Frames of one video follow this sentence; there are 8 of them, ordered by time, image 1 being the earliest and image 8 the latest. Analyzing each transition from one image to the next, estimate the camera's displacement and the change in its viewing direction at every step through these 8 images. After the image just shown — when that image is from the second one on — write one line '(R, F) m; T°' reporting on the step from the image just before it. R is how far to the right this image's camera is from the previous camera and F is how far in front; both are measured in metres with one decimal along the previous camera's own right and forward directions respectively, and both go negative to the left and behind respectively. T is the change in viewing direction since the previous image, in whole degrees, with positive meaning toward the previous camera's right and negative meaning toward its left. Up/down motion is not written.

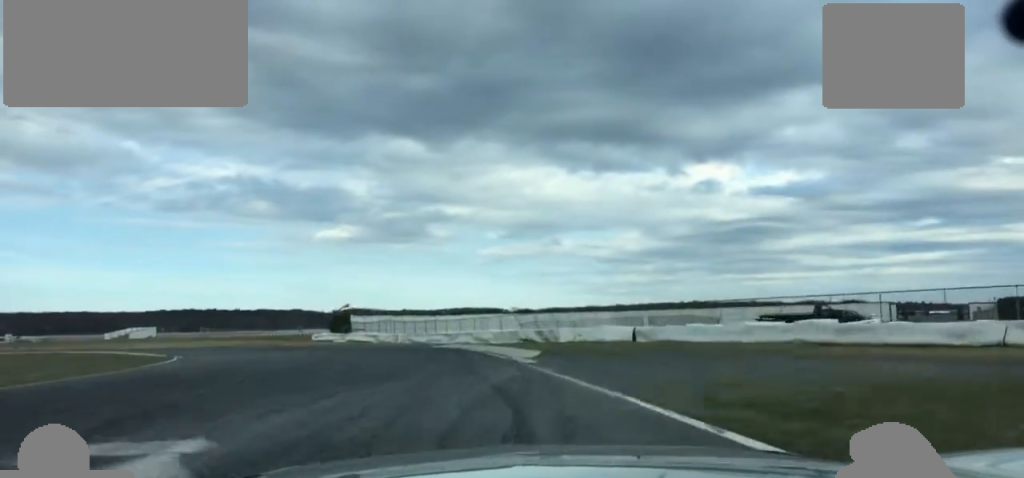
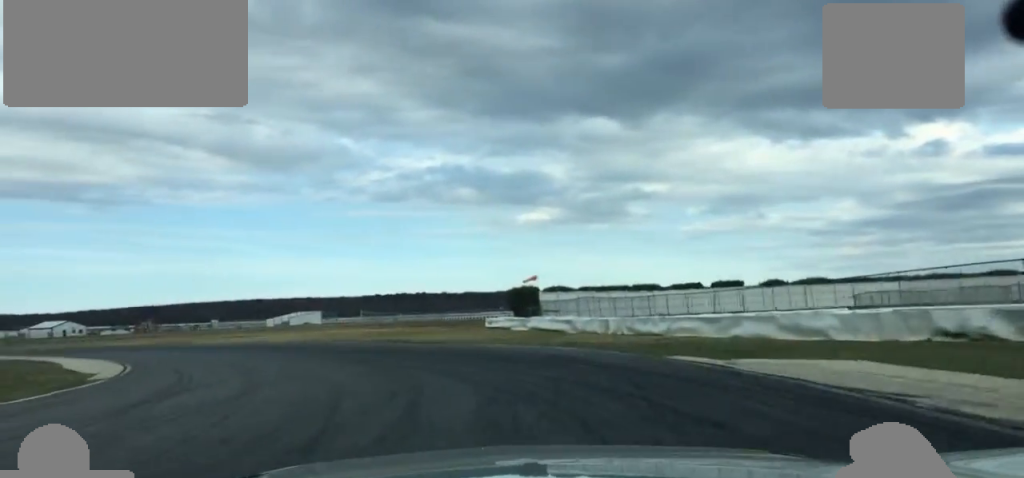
(-1.0, +32.7) m; -13°
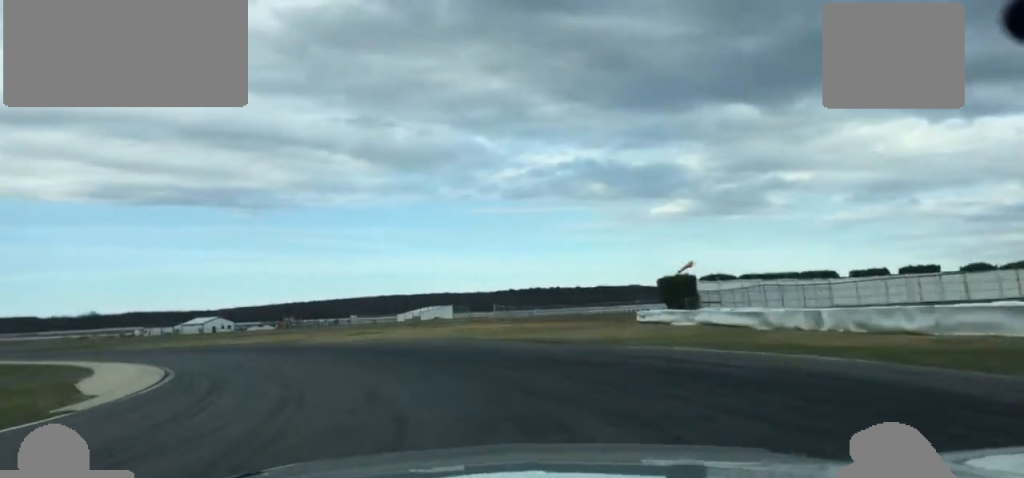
(-1.0, +10.6) m; -10°
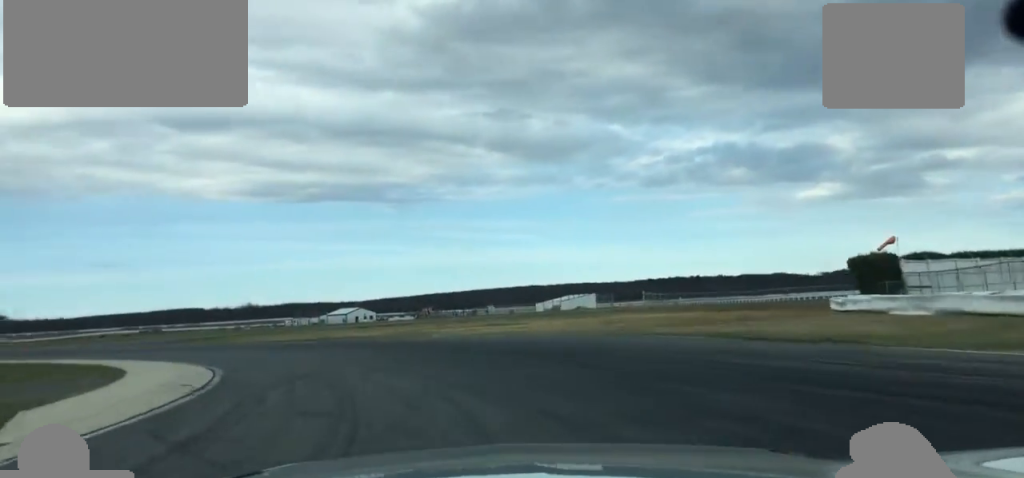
(-0.2, +9.7) m; -9°
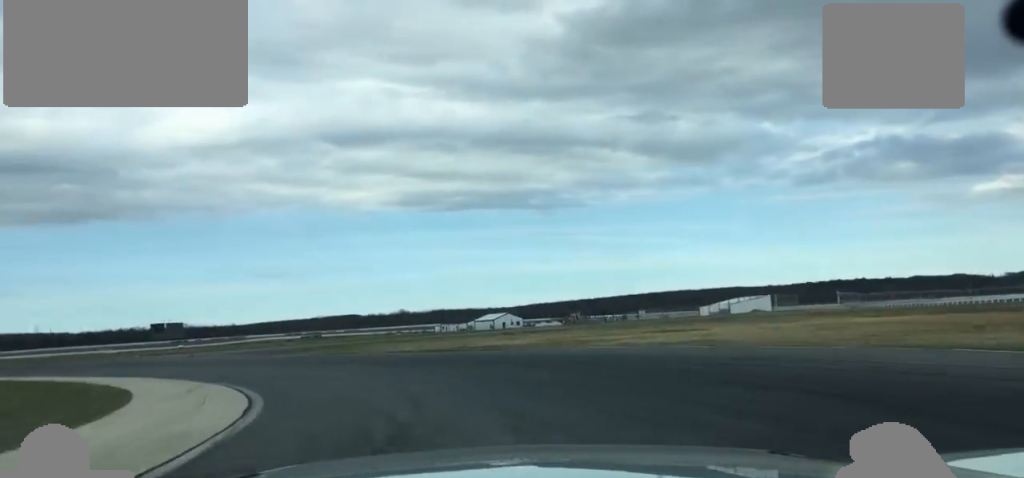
(-1.7, +10.1) m; -11°
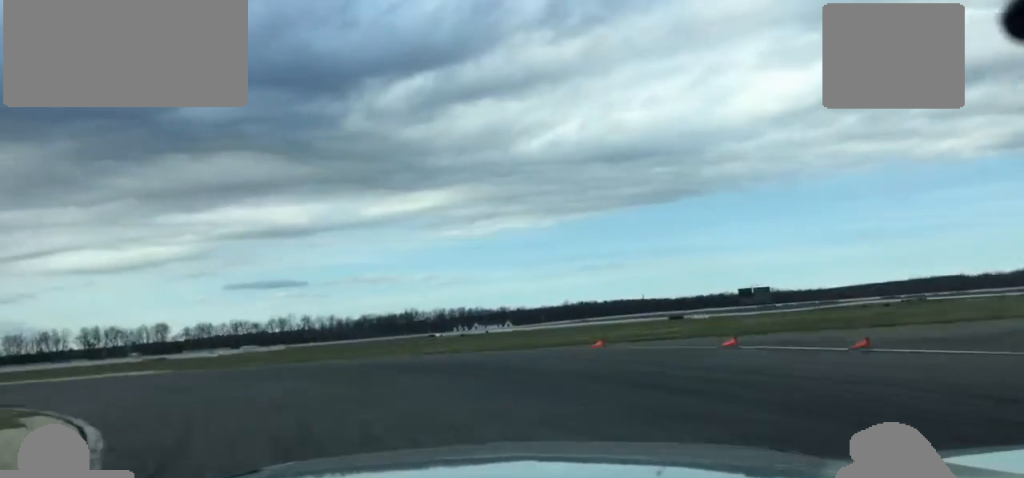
(-9.5, +31.4) m; -36°
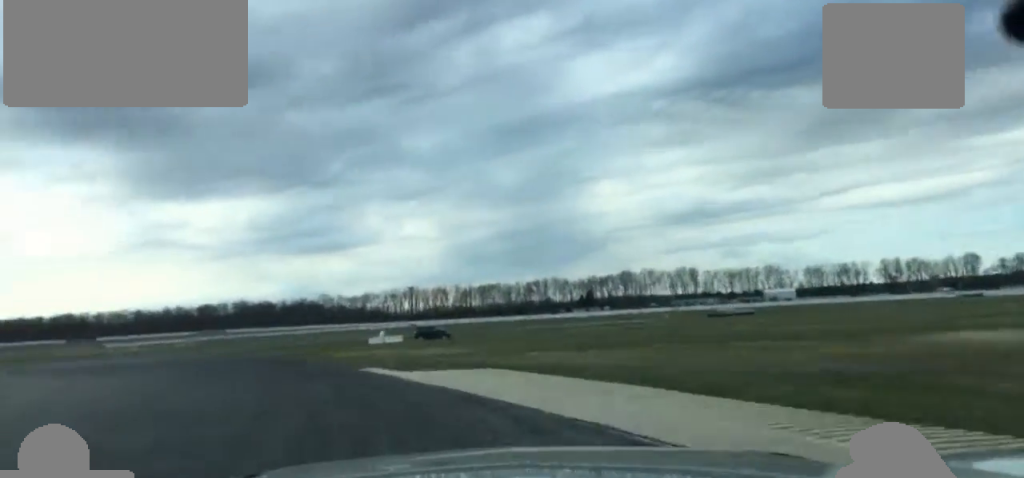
(-18.3, +39.8) m; -48°
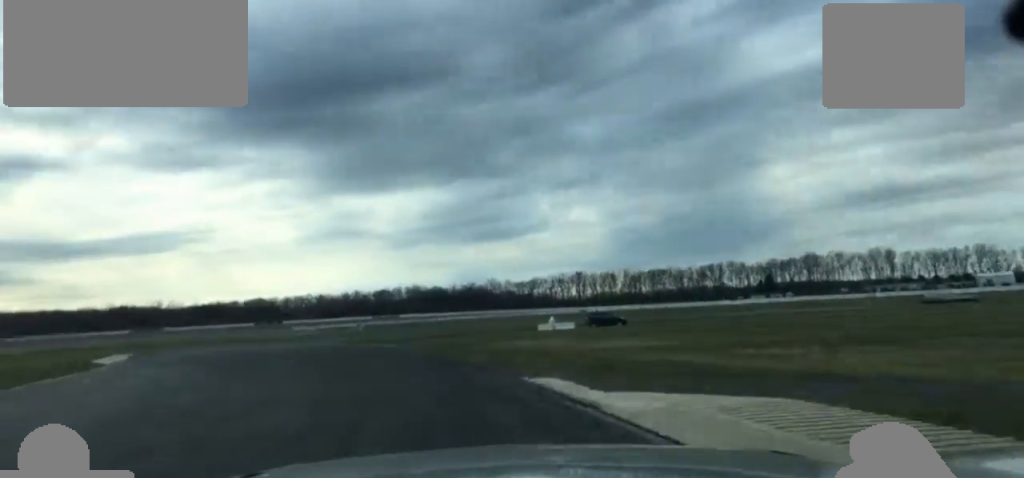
(-1.1, +9.4) m; -9°
